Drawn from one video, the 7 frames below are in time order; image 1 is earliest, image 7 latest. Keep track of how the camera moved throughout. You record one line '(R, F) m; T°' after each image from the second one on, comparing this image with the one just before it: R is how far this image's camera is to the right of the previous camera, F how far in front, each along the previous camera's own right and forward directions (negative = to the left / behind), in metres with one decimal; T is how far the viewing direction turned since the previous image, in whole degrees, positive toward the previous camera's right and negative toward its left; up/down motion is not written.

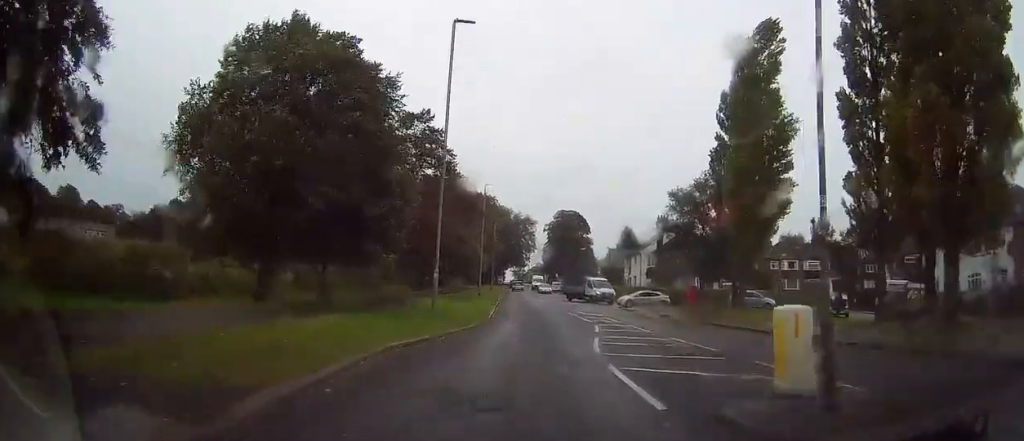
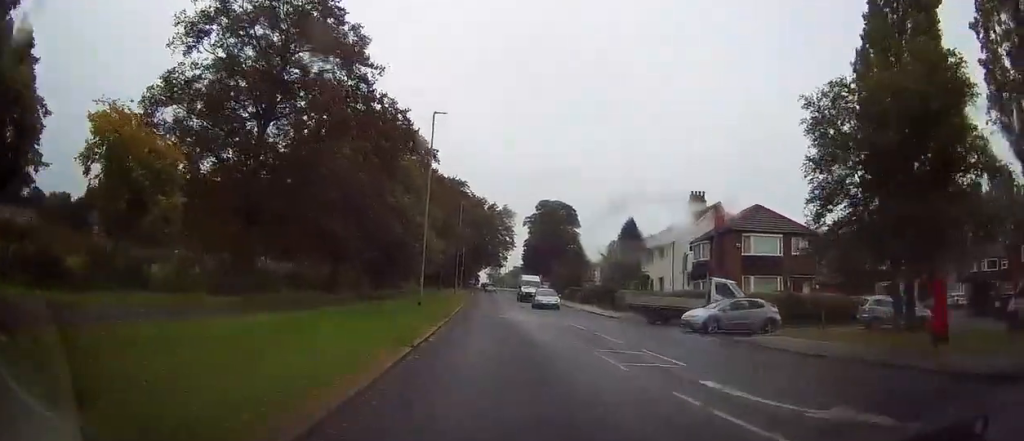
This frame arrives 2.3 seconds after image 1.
(+0.5, +26.8) m; +1°
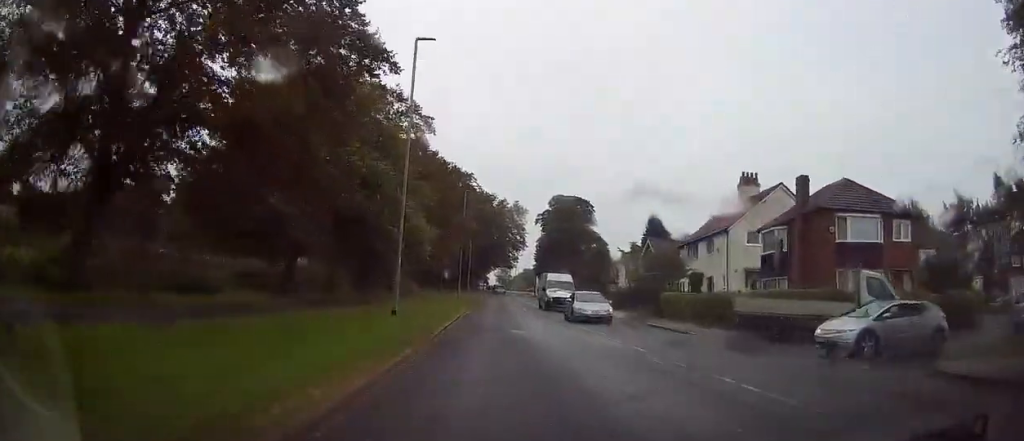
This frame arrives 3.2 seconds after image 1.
(+0.2, +11.2) m; +1°
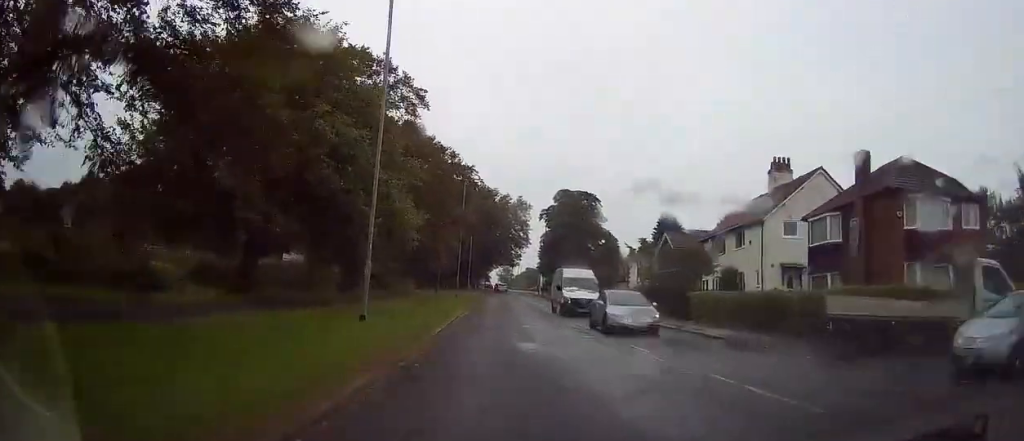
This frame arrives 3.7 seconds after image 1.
(0.0, +5.7) m; 0°
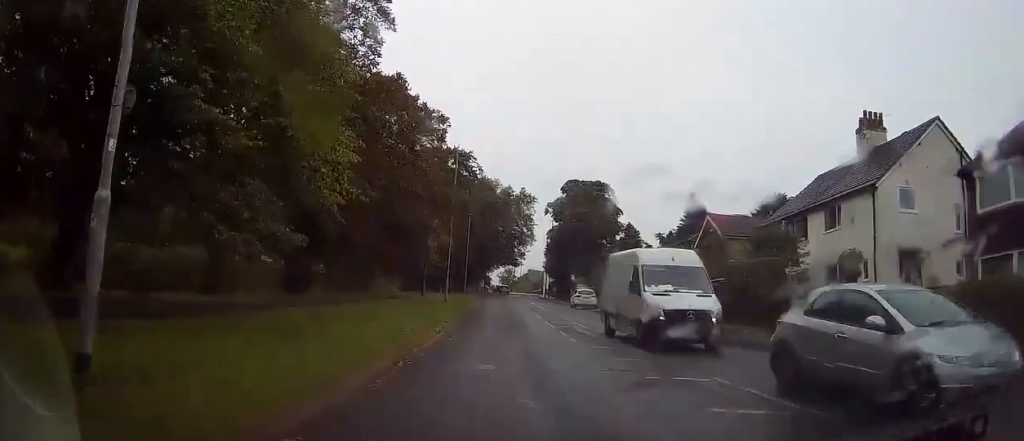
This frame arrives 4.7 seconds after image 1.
(0.0, +12.3) m; -1°
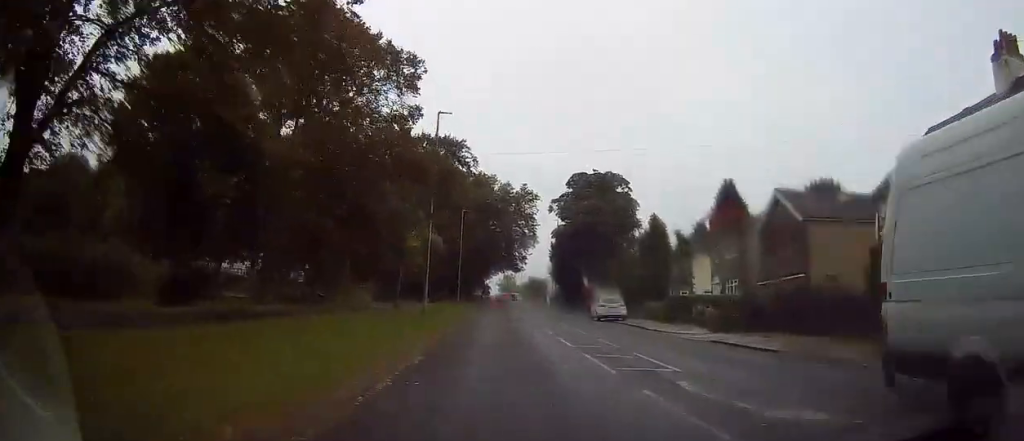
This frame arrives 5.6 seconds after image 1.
(-0.1, +12.3) m; -1°
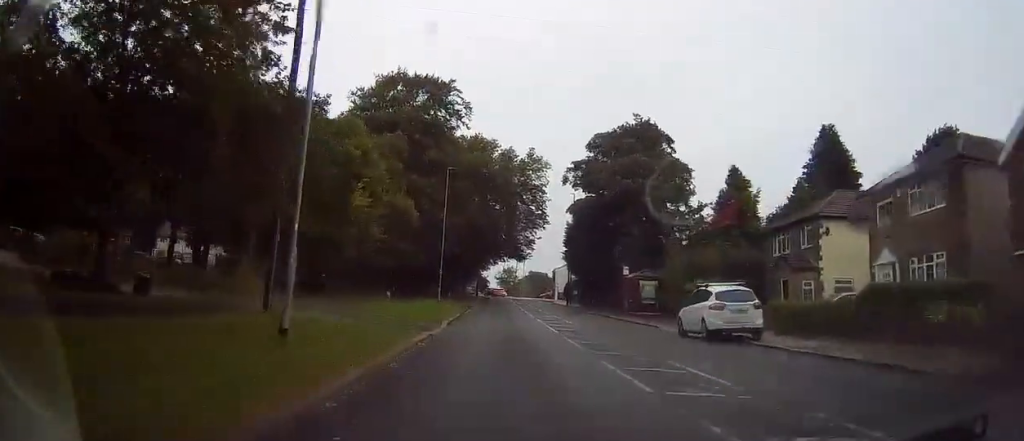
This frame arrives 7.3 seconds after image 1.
(-0.4, +21.6) m; 0°
